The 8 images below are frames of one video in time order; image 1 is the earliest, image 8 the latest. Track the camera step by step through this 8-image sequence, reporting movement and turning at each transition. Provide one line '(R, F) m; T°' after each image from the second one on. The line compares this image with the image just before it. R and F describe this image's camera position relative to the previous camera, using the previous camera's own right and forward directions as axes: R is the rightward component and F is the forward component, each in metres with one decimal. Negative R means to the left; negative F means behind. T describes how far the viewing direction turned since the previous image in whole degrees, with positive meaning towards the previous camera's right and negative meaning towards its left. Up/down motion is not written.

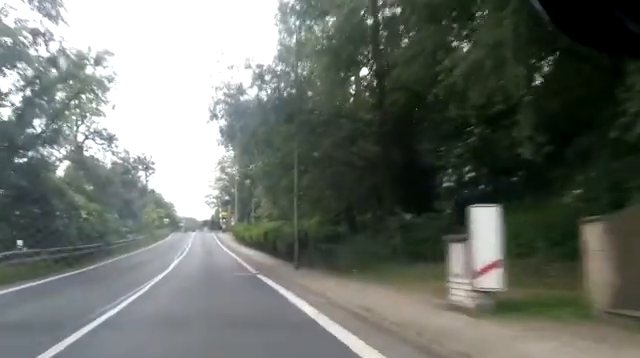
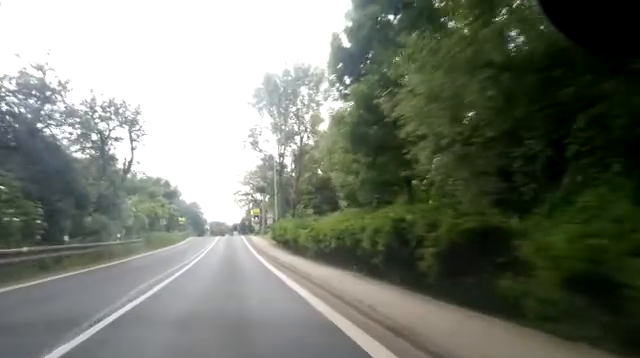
(-0.4, +21.5) m; -2°
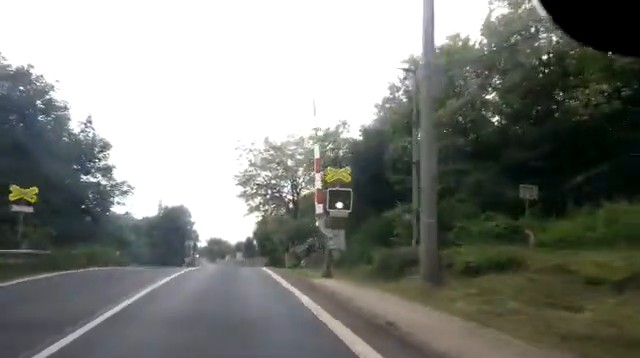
(-1.8, +48.5) m; -3°
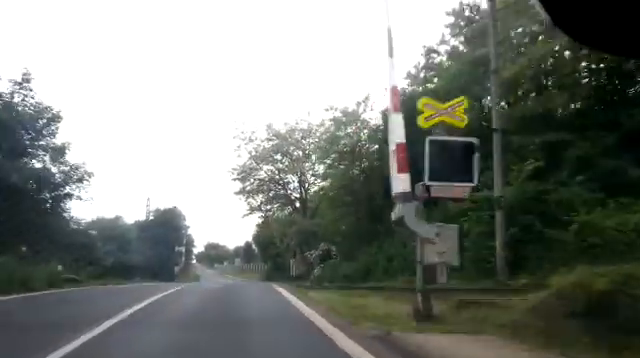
(+0.1, +8.3) m; 0°
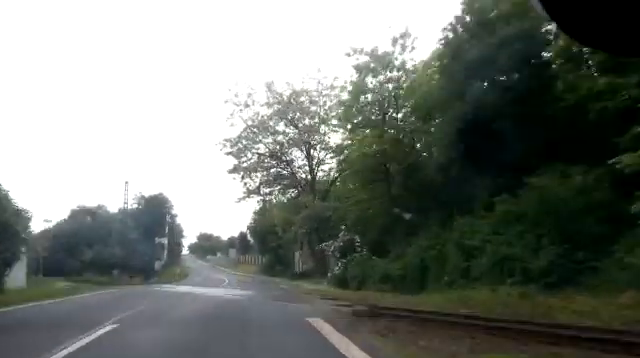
(+0.1, +9.2) m; 0°
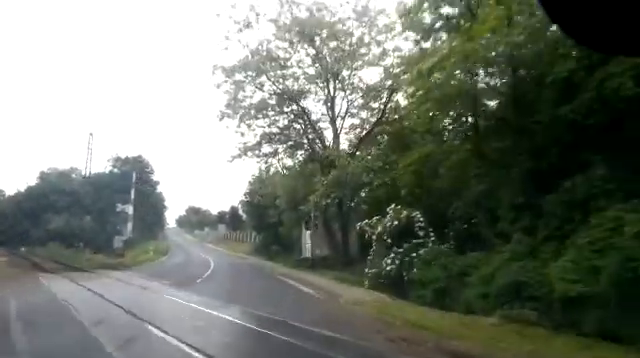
(-0.2, +11.2) m; -1°
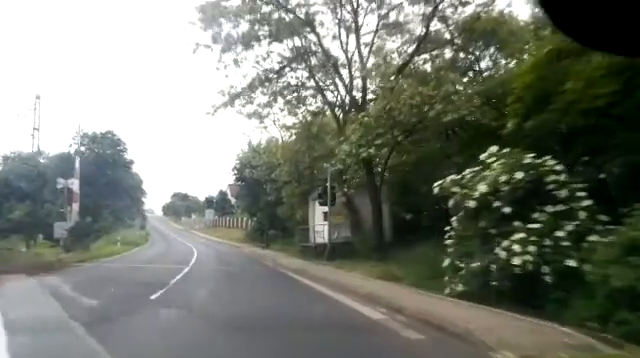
(-0.1, +8.6) m; 0°
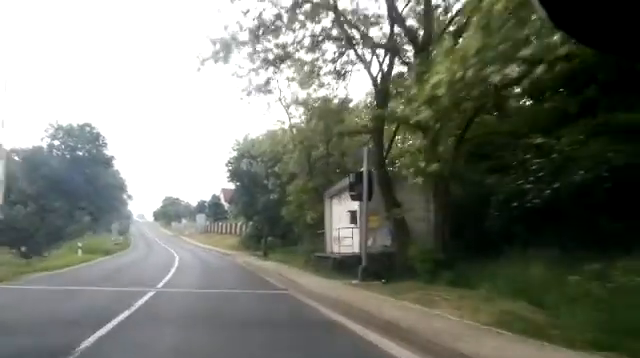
(+0.1, +7.1) m; 0°
